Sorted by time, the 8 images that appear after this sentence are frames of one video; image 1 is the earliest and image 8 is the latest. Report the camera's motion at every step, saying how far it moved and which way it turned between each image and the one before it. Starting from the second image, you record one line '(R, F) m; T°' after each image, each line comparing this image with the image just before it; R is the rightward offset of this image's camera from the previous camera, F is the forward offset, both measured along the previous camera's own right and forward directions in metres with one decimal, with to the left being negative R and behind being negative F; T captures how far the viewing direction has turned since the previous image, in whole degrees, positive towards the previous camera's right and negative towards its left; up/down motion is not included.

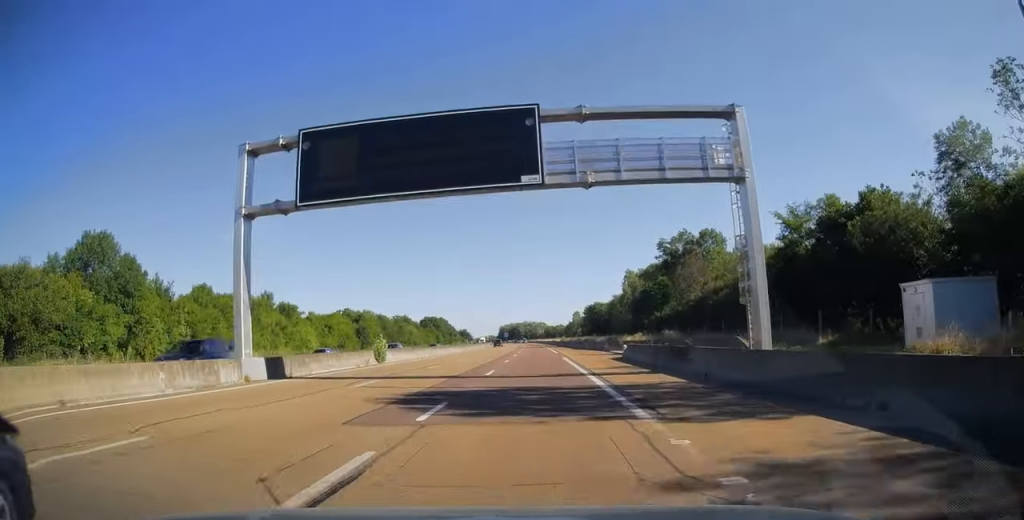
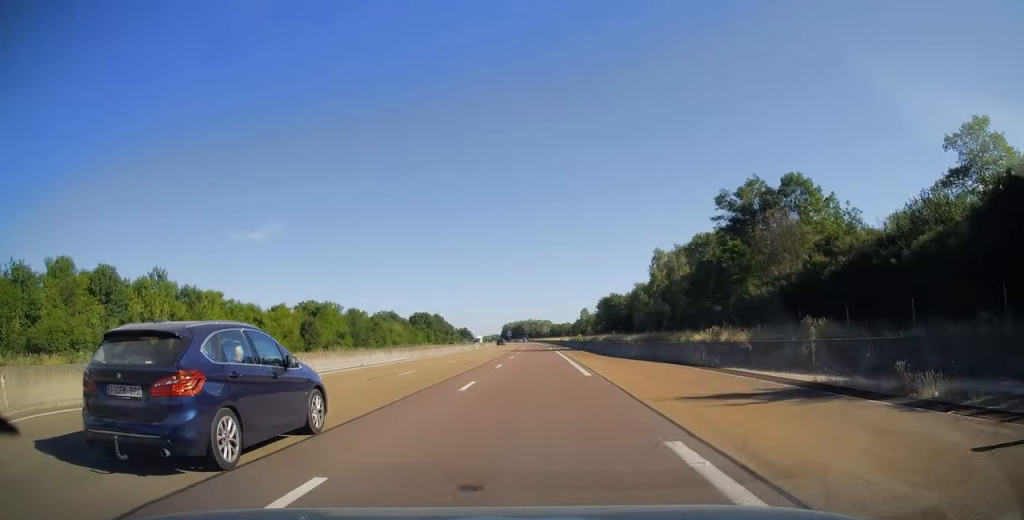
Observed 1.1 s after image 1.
(-0.1, +33.4) m; 0°
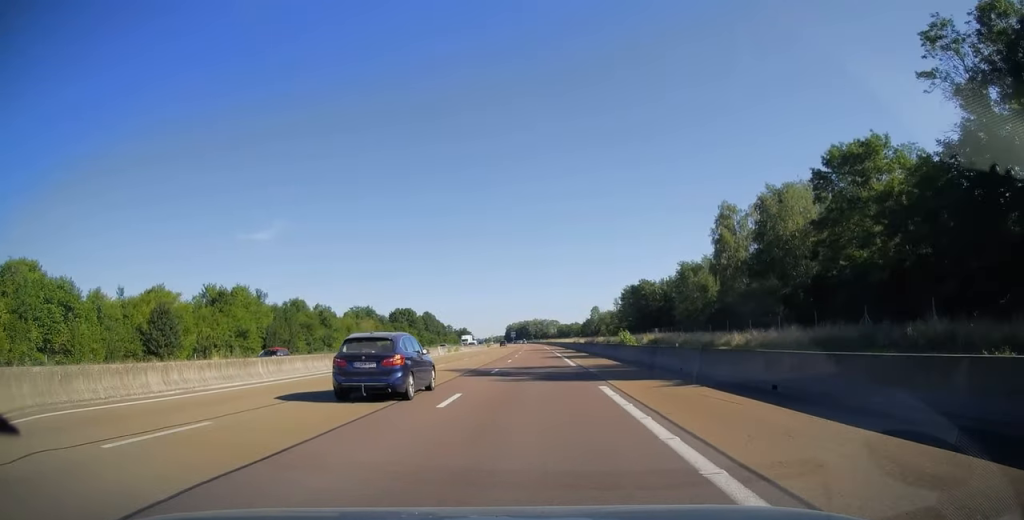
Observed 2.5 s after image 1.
(-0.2, +42.5) m; -1°
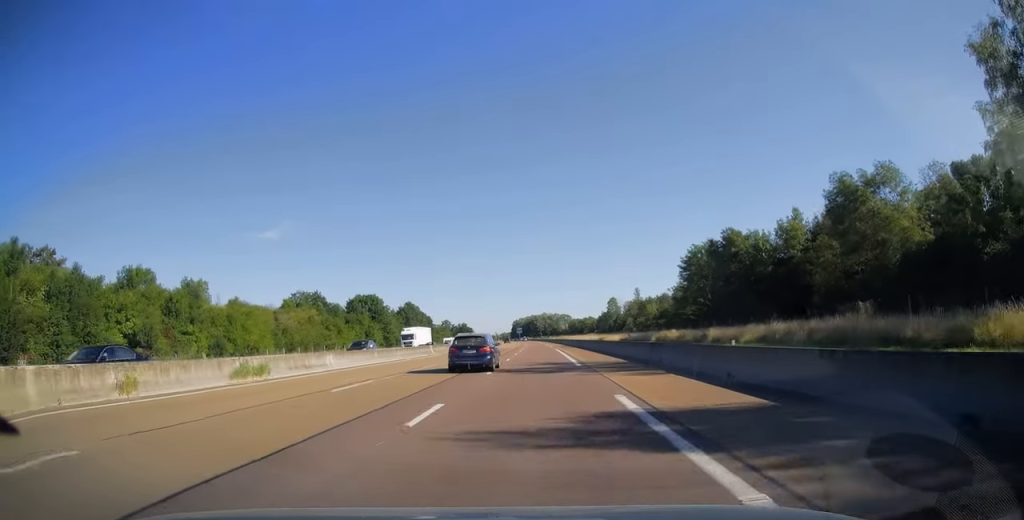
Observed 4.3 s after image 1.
(-0.3, +54.8) m; 0°
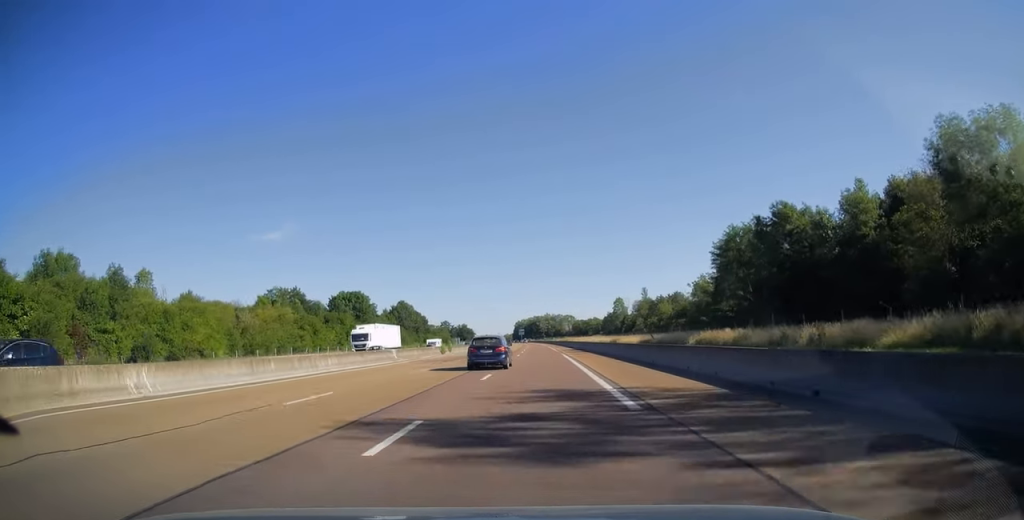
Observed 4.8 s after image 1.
(-0.1, +15.4) m; 0°
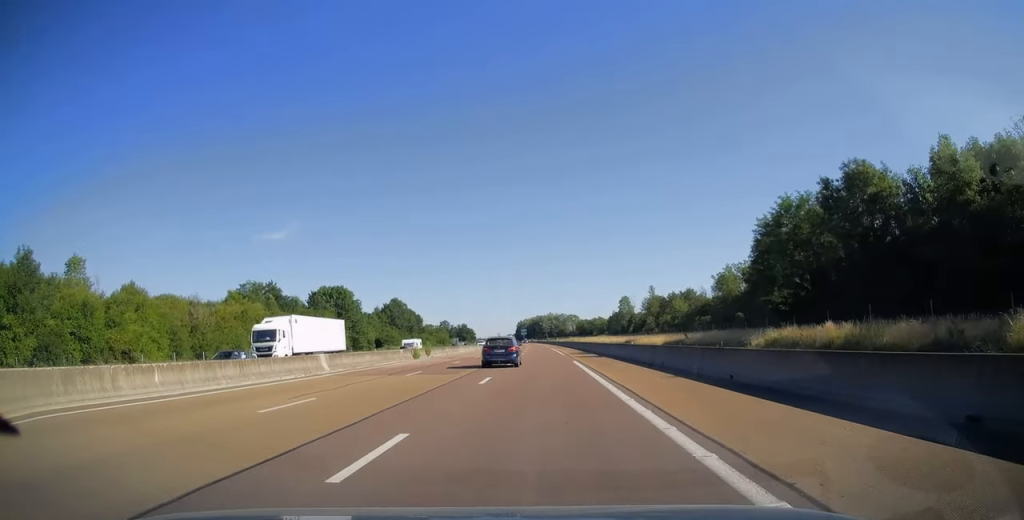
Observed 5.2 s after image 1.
(0.0, +14.4) m; 0°
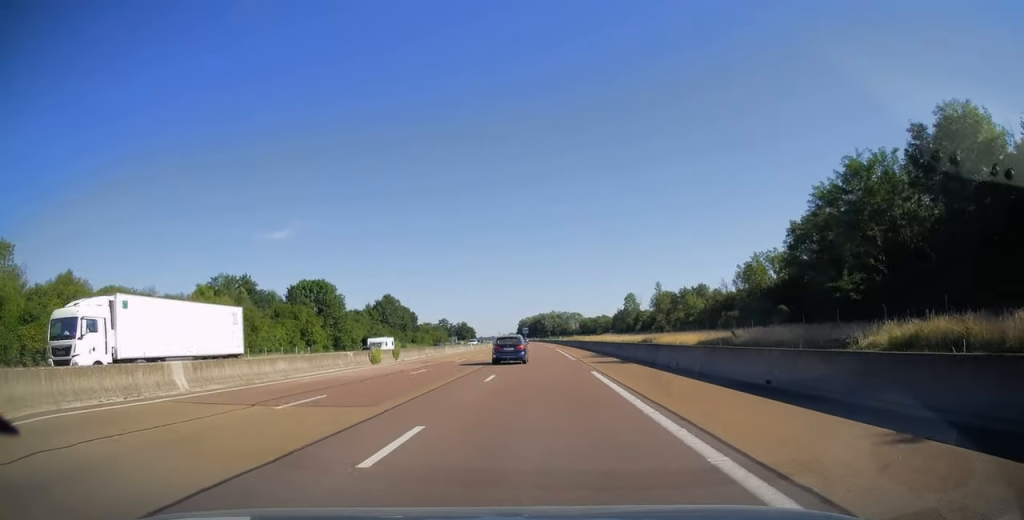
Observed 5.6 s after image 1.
(-0.1, +12.3) m; 0°
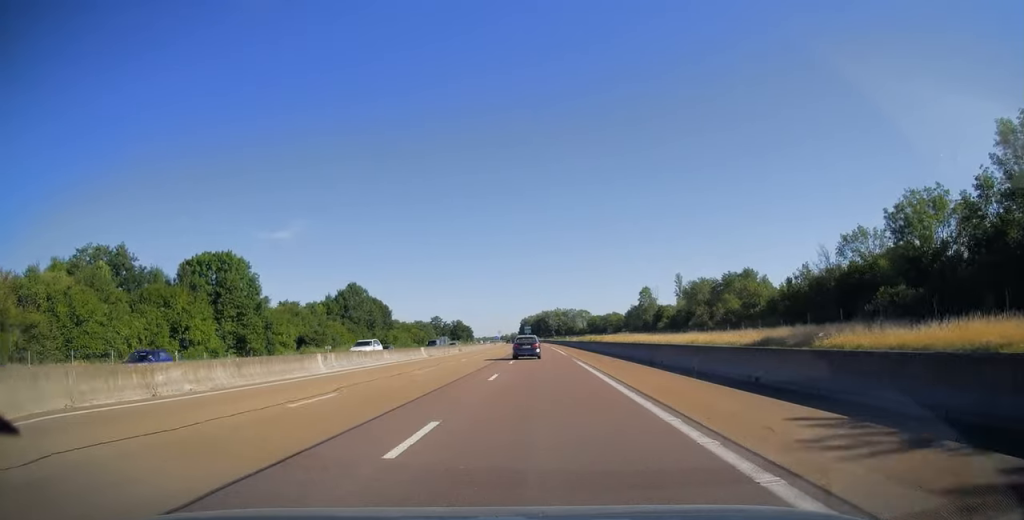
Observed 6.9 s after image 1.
(-0.2, +38.6) m; -1°
